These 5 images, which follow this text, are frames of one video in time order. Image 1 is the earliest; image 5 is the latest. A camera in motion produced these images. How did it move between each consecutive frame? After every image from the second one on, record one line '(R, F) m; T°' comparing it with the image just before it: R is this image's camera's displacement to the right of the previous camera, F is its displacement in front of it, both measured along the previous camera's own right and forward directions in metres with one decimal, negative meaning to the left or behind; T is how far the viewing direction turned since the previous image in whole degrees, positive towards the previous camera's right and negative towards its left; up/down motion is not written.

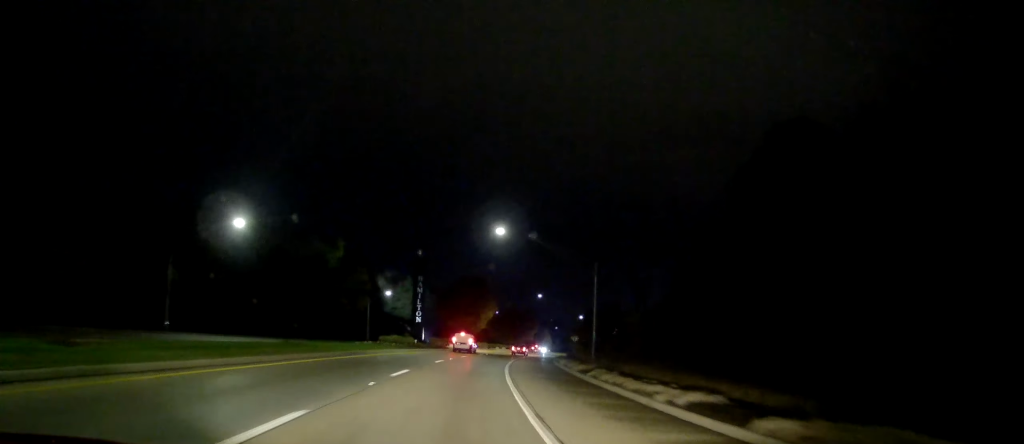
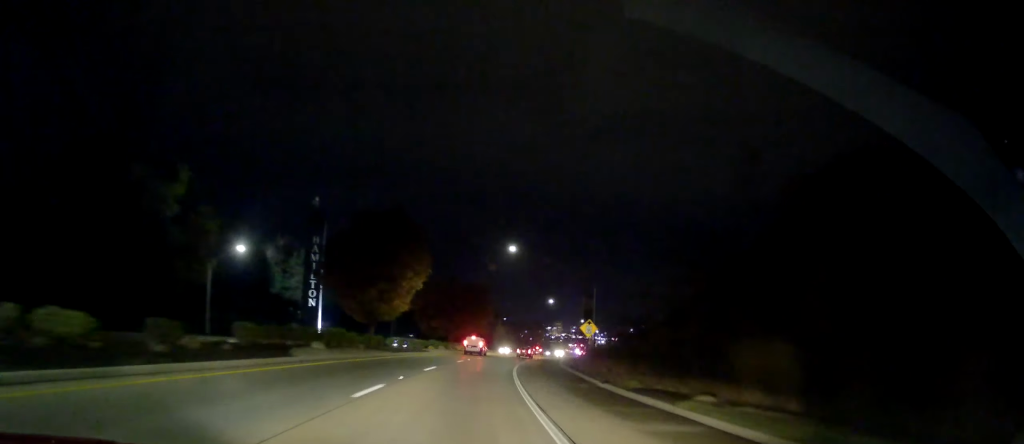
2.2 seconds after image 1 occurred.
(+2.7, +43.0) m; +6°
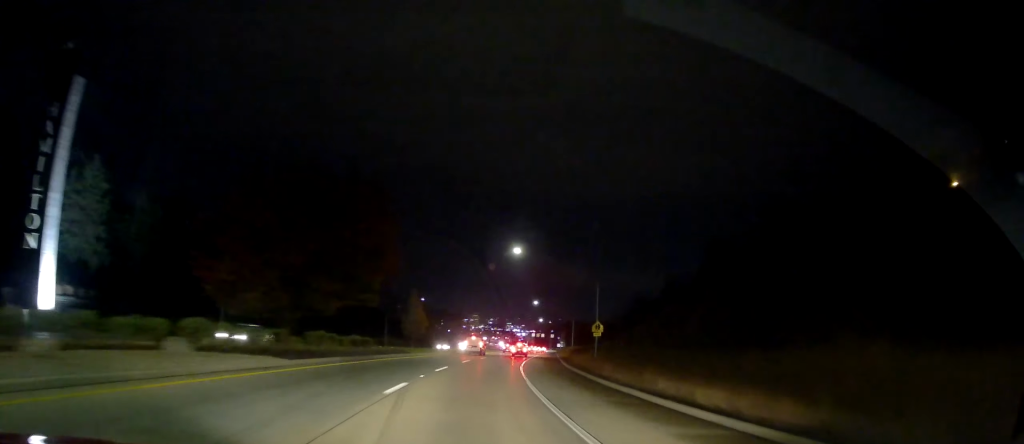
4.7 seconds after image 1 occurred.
(+3.2, +47.1) m; +9°
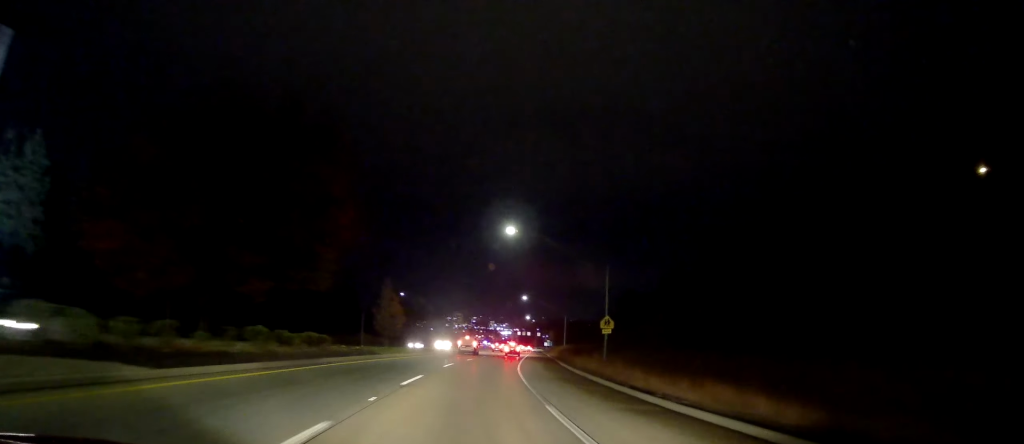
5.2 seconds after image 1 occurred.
(+0.3, +8.0) m; +1°
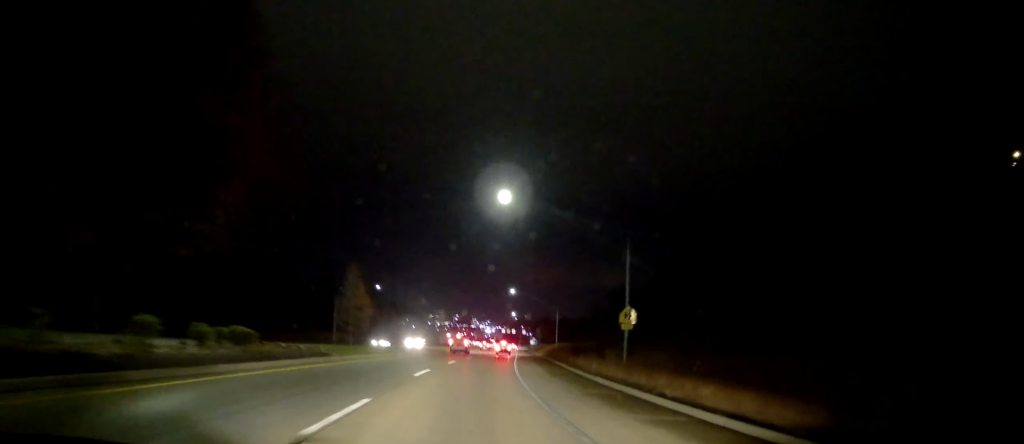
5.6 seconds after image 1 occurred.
(+0.2, +8.7) m; +1°
